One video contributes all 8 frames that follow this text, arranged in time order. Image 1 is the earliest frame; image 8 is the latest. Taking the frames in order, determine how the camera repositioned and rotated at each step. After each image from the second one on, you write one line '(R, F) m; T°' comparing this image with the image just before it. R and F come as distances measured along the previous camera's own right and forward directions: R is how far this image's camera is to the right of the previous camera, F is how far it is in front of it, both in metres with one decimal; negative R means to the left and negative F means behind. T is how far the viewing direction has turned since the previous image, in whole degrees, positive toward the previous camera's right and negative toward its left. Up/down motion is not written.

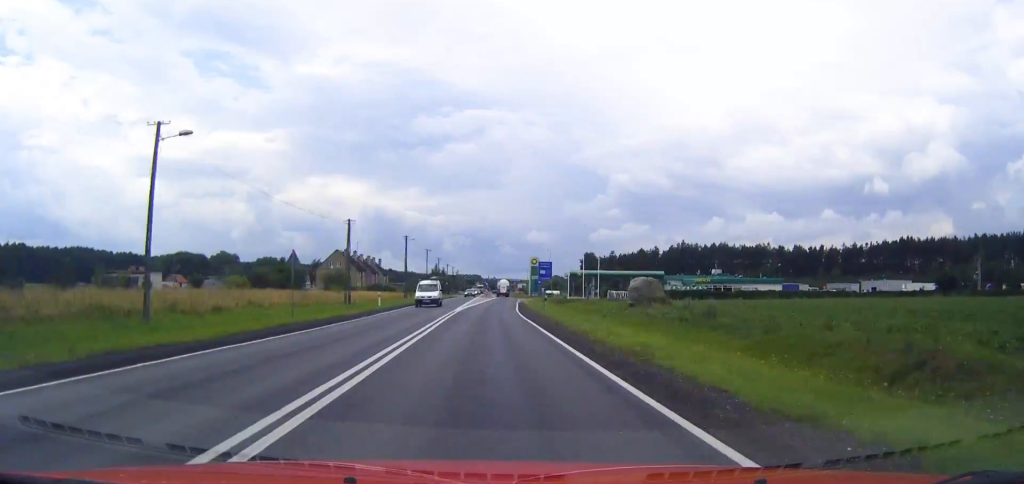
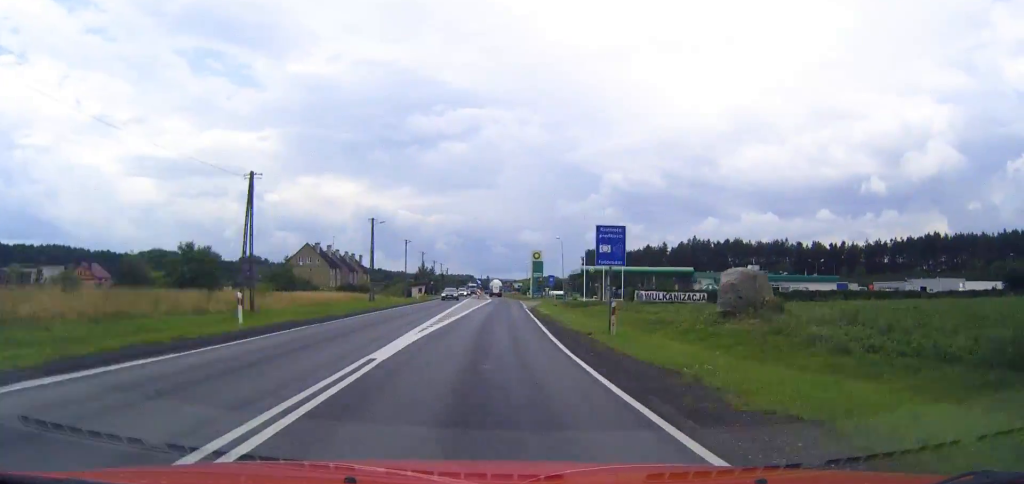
(+0.4, +27.6) m; 0°
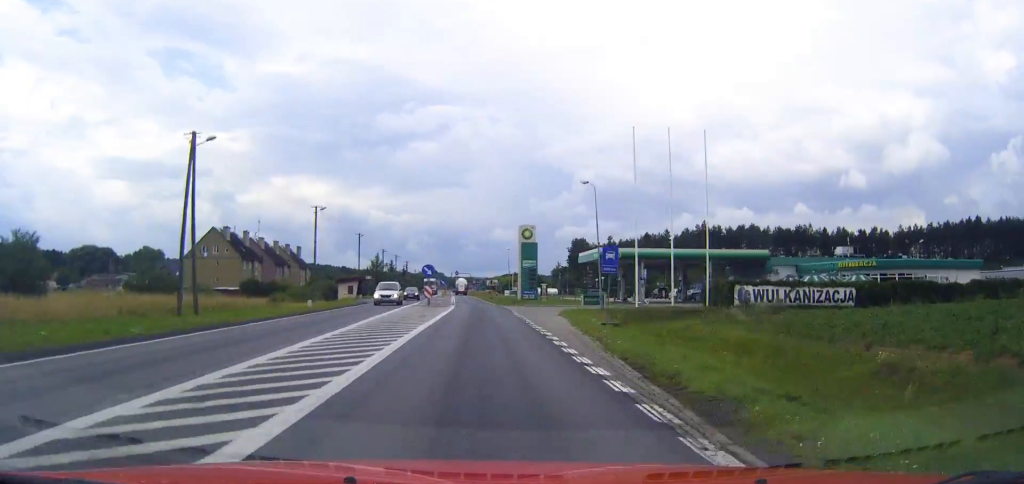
(+0.4, +47.6) m; 0°
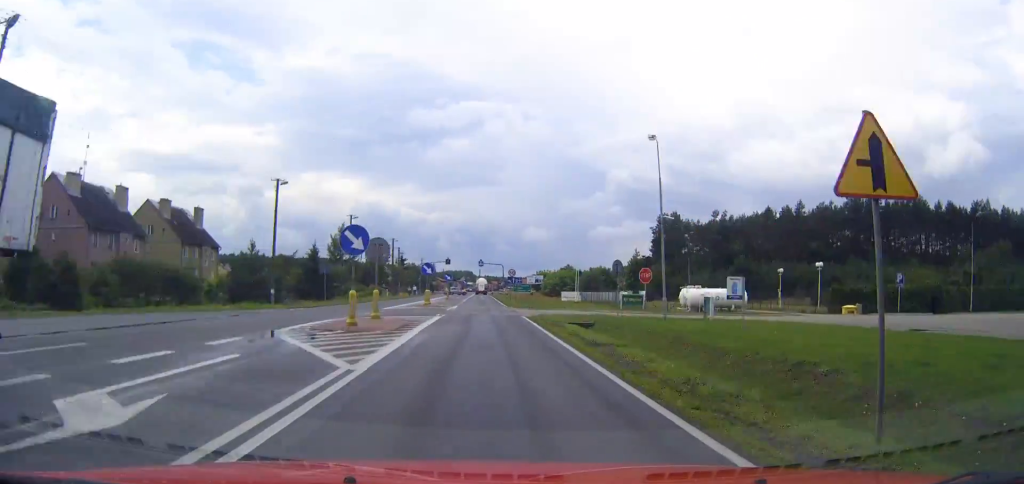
(-0.8, +87.1) m; -1°
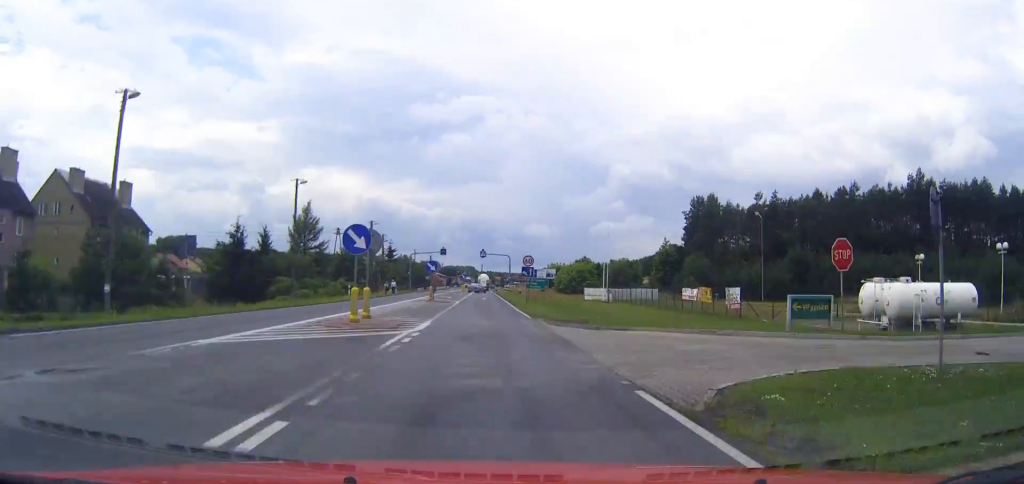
(-0.1, +25.5) m; 0°
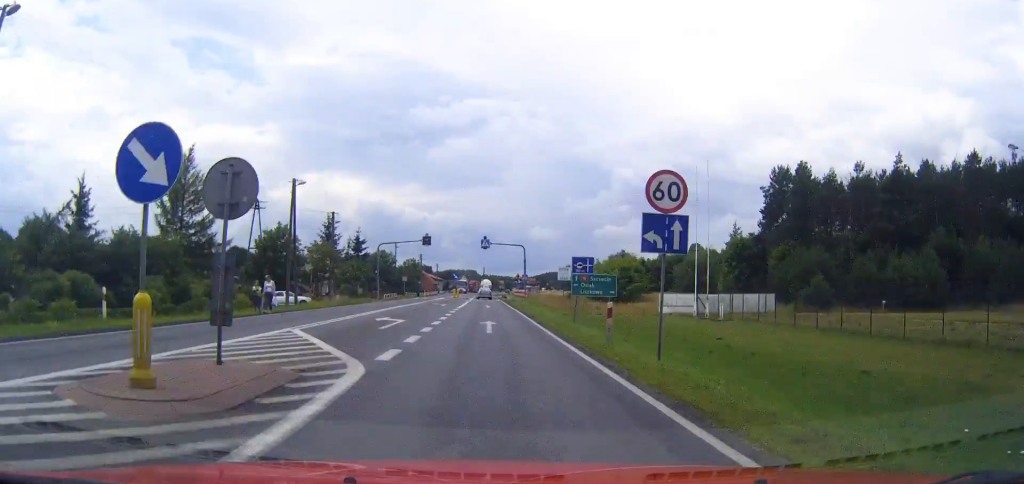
(0.0, +42.3) m; 0°
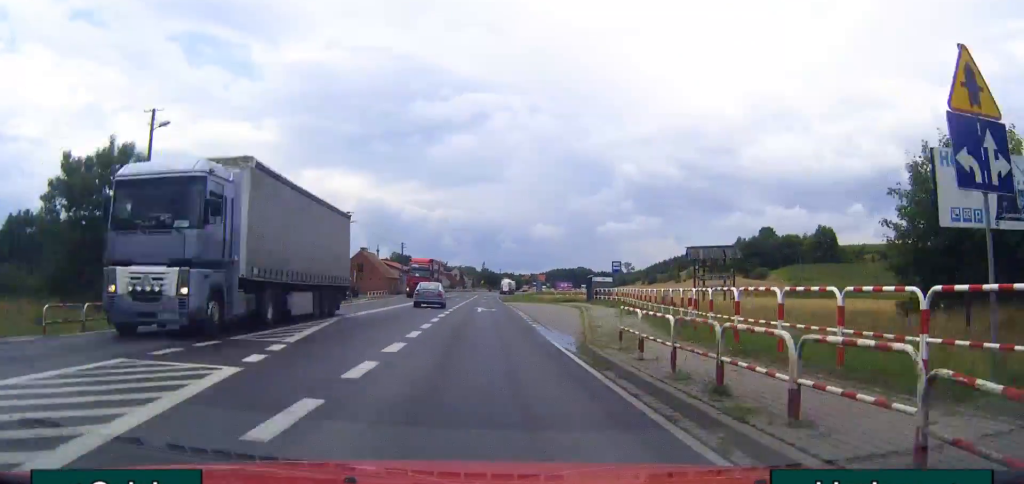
(+0.1, +97.6) m; 0°
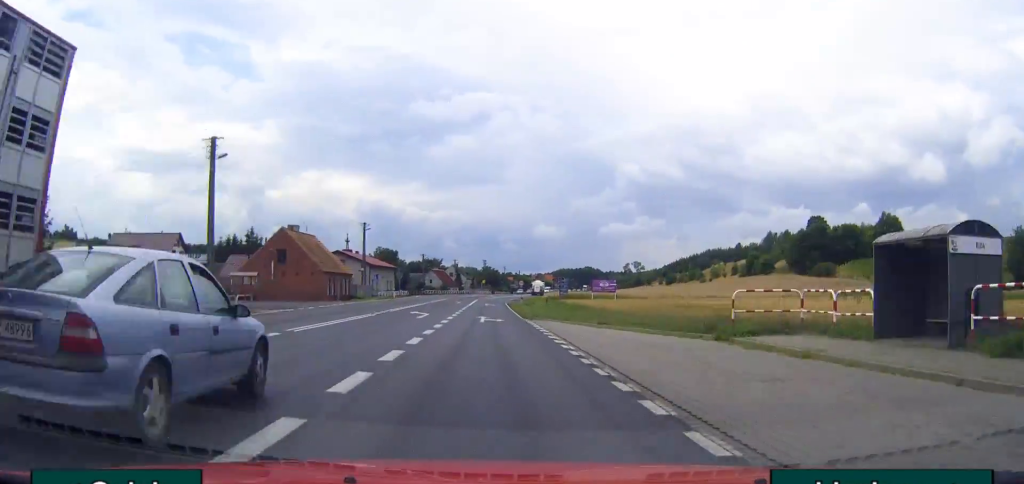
(0.0, +44.2) m; 0°
